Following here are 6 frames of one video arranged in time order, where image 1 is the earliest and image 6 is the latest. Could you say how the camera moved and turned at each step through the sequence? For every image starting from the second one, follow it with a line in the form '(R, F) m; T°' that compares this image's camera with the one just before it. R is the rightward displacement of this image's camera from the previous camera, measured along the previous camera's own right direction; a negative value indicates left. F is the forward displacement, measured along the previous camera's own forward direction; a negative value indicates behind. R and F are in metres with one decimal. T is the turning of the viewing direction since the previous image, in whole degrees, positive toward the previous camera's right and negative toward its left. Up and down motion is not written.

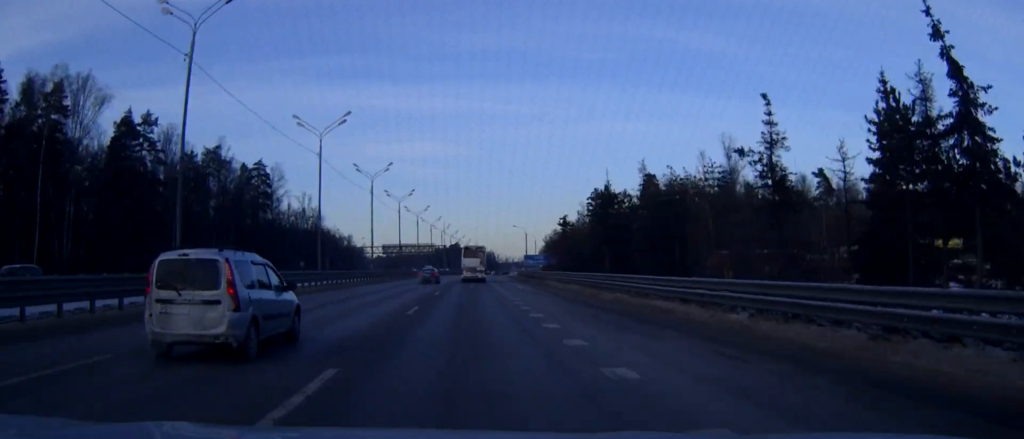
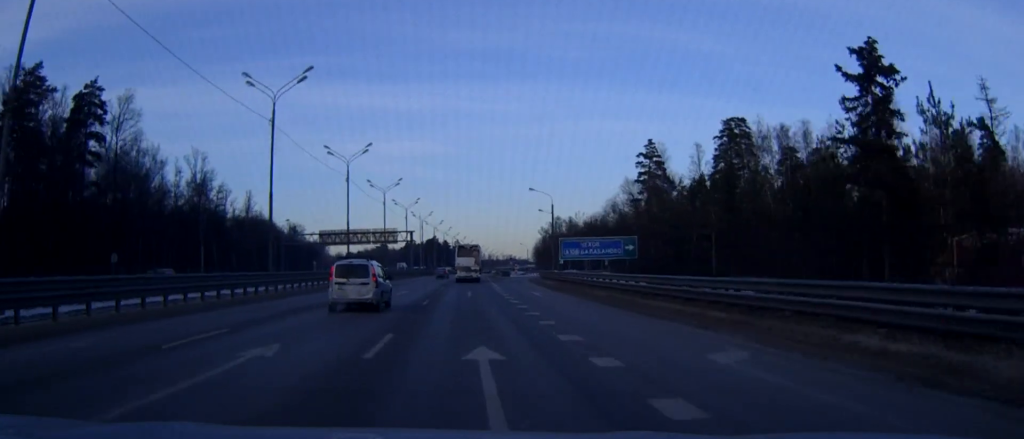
(+1.0, +74.2) m; +2°
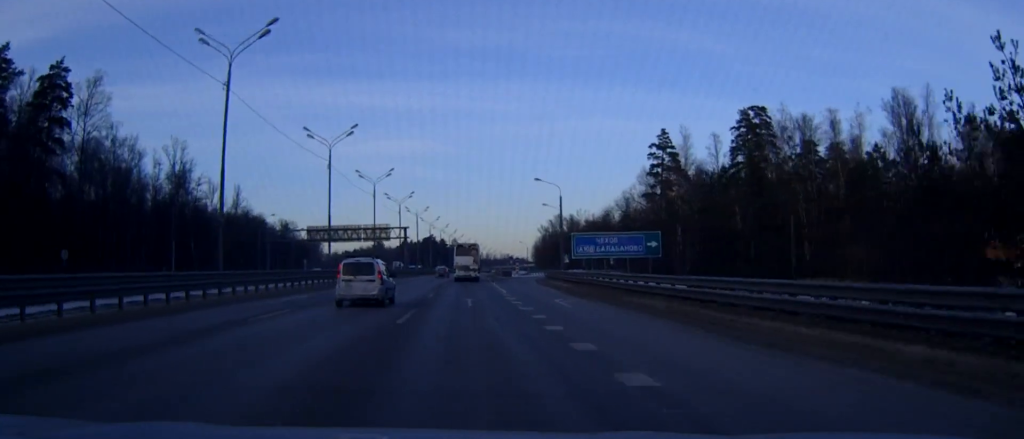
(0.0, +9.6) m; 0°
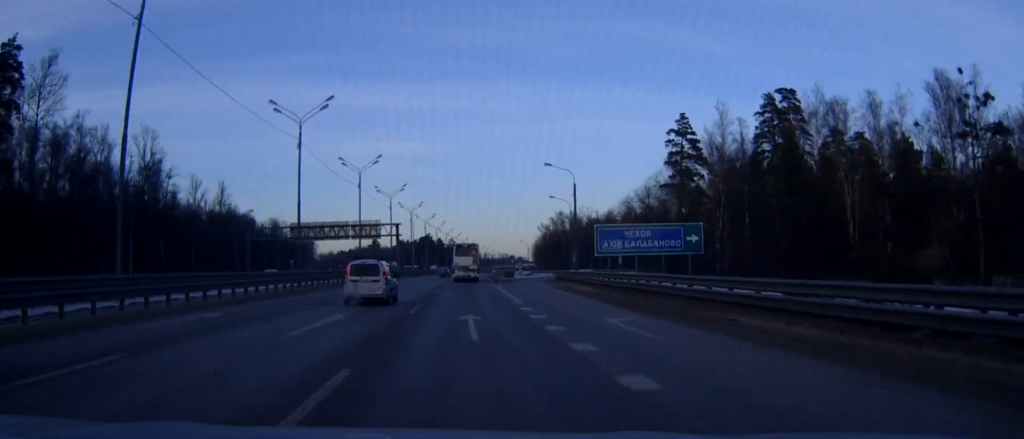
(0.0, +11.8) m; 0°
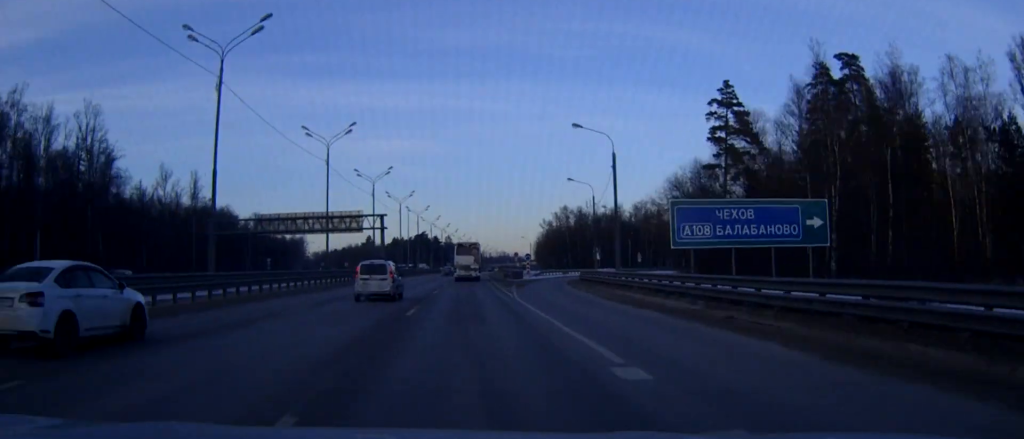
(0.0, +19.2) m; 0°
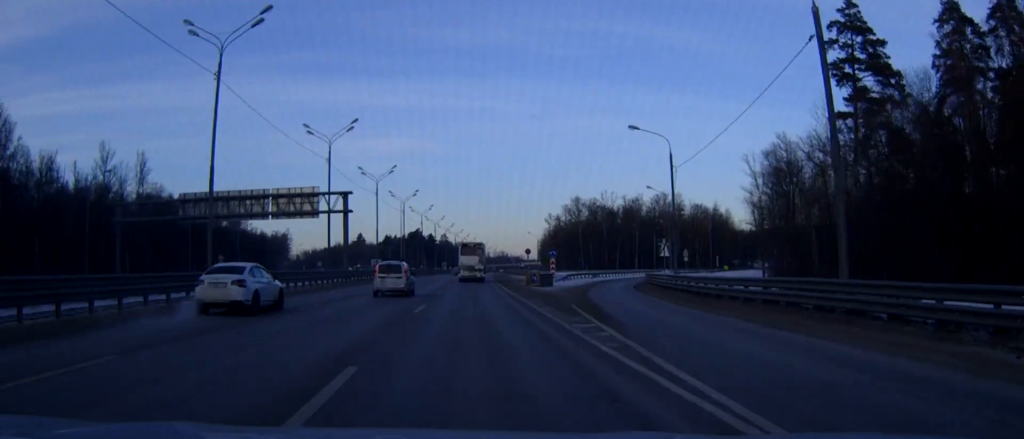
(+0.1, +31.0) m; +1°
